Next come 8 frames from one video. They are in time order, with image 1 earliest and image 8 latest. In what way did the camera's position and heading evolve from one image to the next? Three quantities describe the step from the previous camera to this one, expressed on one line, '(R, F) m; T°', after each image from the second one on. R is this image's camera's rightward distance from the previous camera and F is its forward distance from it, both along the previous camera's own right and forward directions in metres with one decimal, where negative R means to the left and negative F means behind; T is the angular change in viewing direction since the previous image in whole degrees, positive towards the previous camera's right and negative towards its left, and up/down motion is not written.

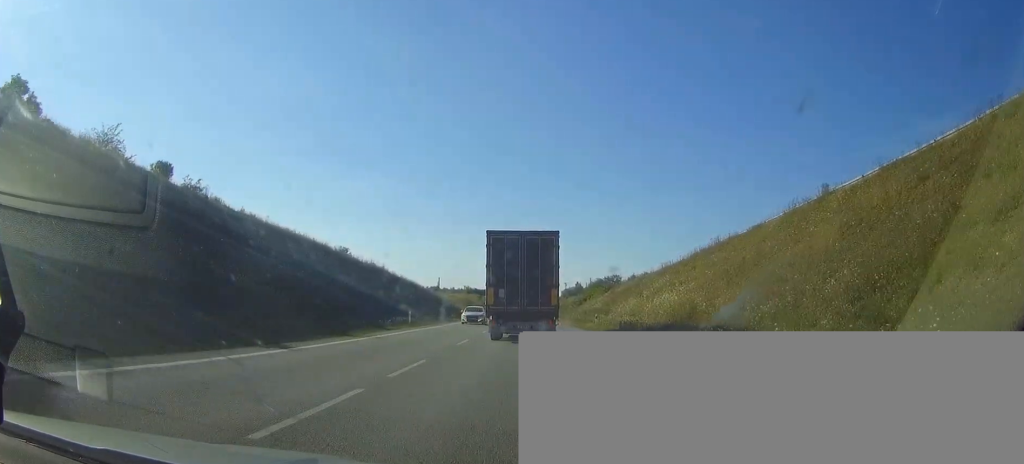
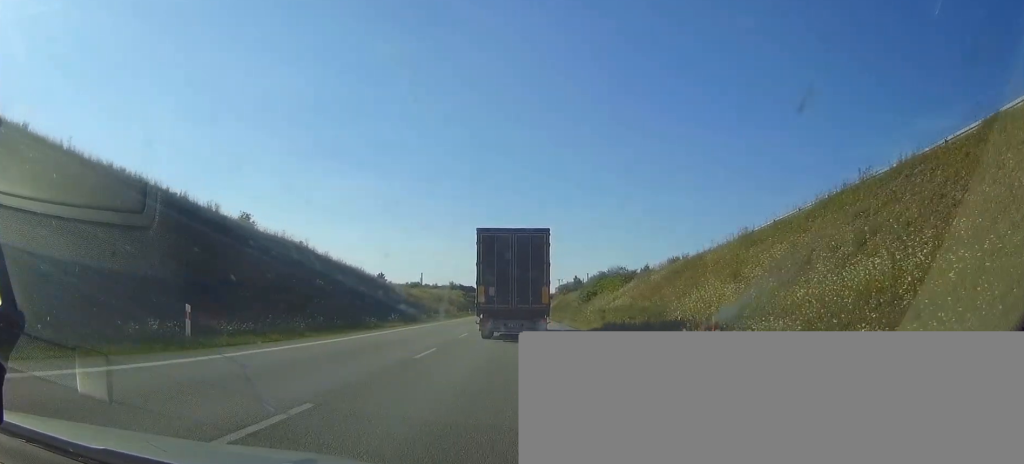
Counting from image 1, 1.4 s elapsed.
(+0.2, +31.6) m; 0°
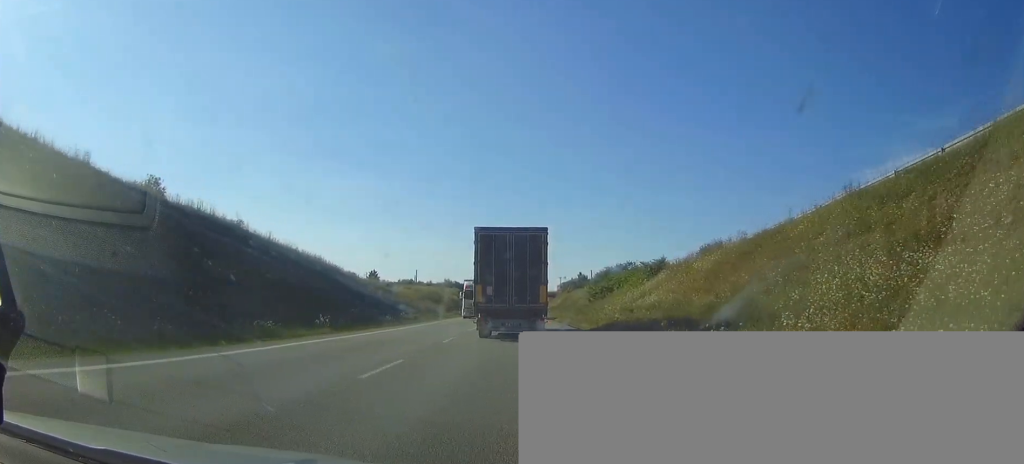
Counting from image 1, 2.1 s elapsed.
(0.0, +16.9) m; 0°
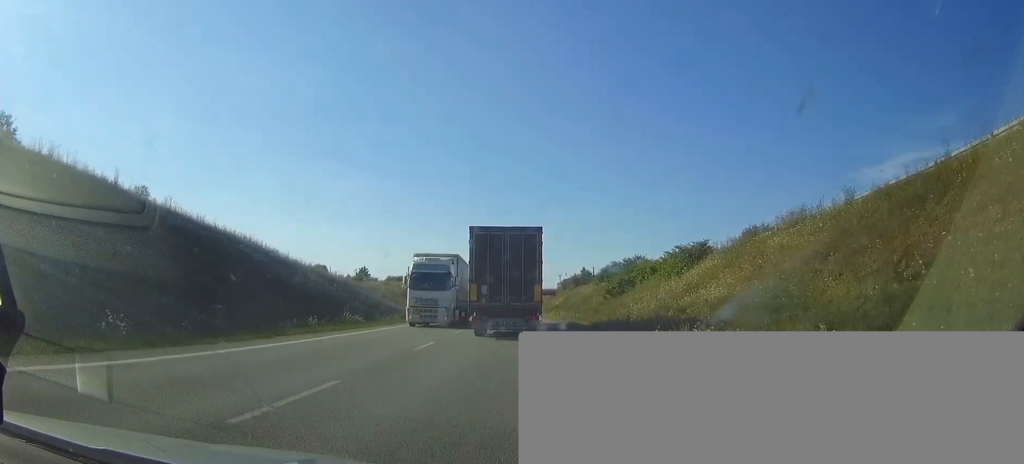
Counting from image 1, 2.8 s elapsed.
(0.0, +16.9) m; 0°
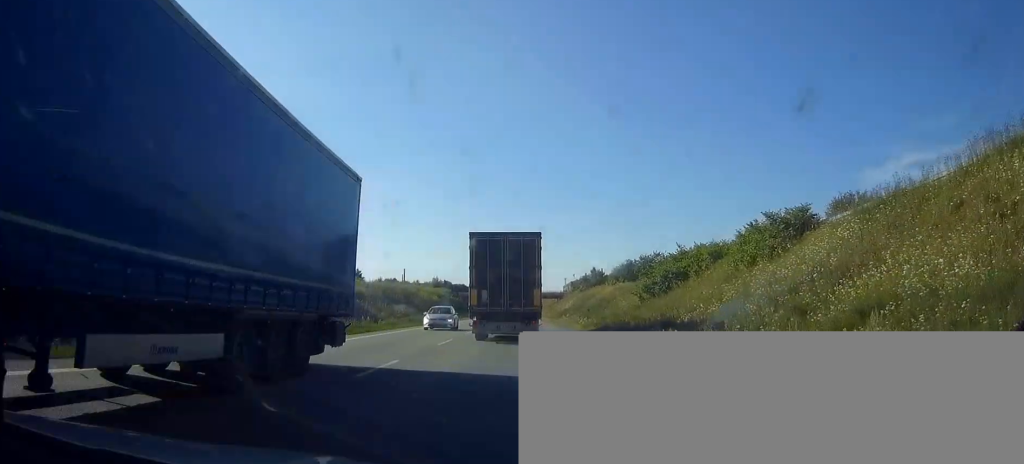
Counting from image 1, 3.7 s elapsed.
(0.0, +19.1) m; 0°
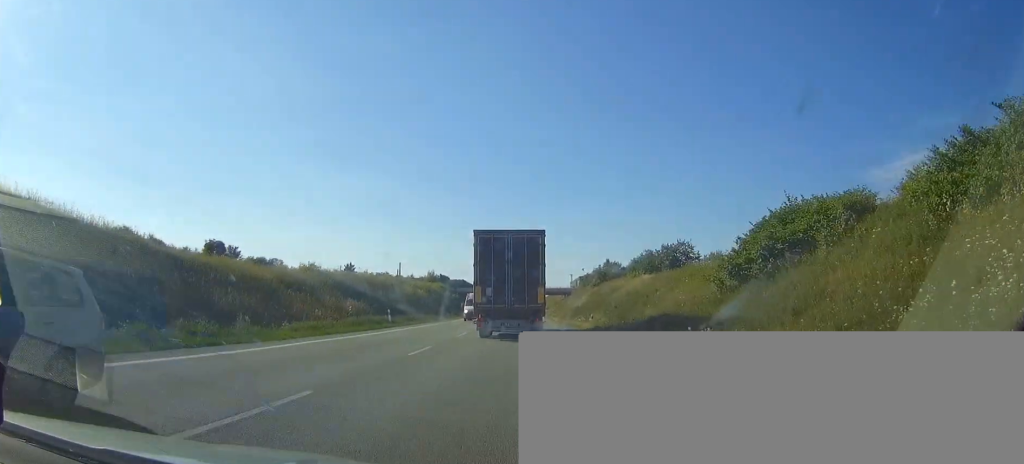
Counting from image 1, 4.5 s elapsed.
(0.0, +19.1) m; 0°
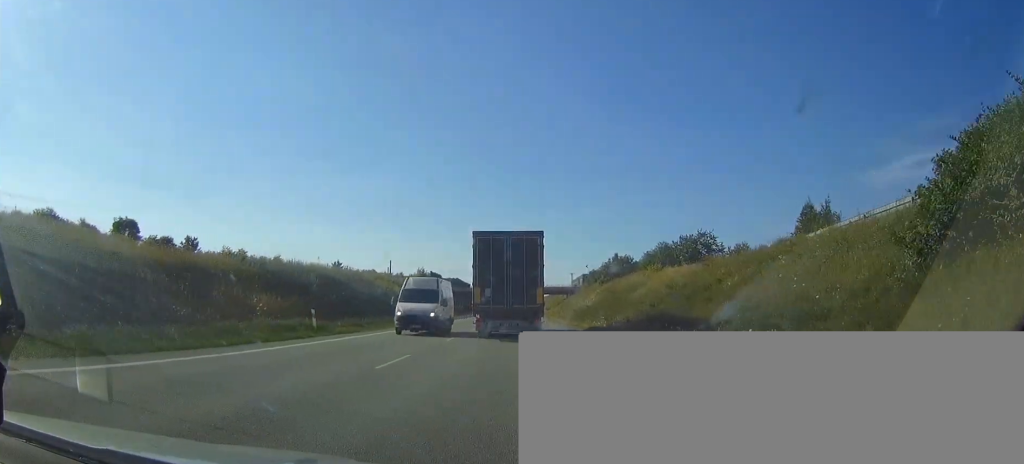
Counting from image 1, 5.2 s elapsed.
(0.0, +16.1) m; 0°
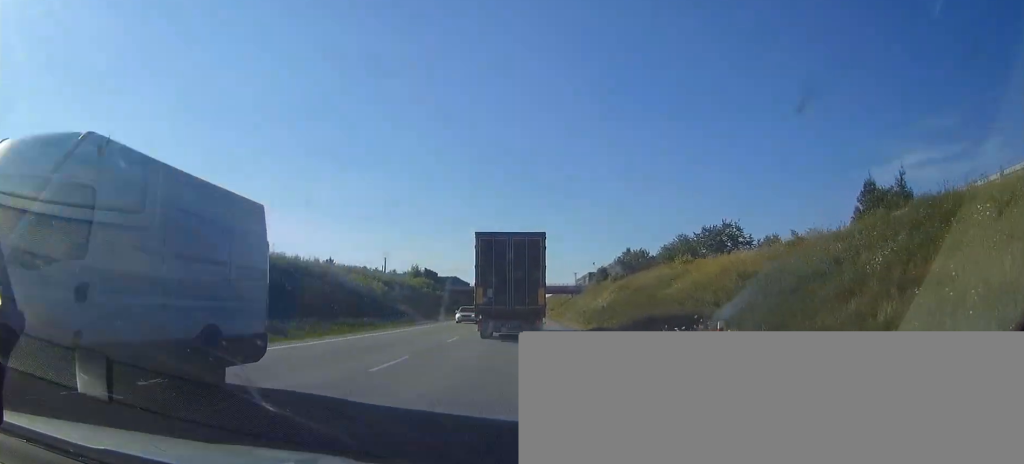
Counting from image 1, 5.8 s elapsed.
(0.0, +13.0) m; 0°
